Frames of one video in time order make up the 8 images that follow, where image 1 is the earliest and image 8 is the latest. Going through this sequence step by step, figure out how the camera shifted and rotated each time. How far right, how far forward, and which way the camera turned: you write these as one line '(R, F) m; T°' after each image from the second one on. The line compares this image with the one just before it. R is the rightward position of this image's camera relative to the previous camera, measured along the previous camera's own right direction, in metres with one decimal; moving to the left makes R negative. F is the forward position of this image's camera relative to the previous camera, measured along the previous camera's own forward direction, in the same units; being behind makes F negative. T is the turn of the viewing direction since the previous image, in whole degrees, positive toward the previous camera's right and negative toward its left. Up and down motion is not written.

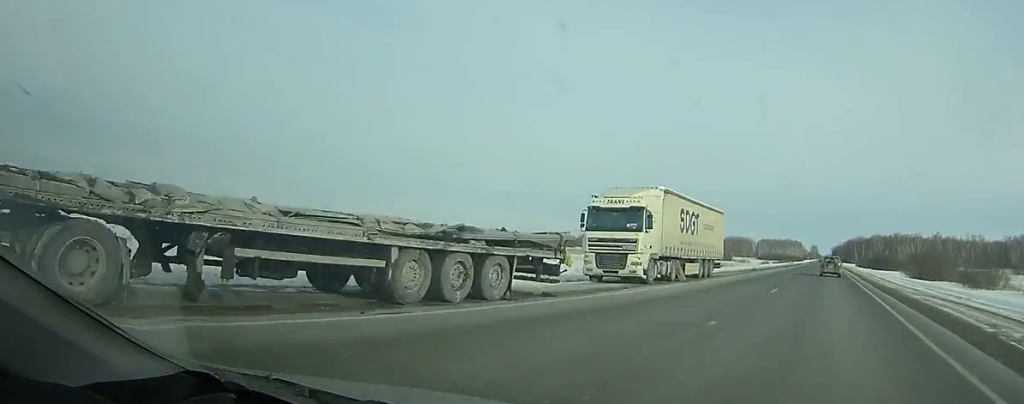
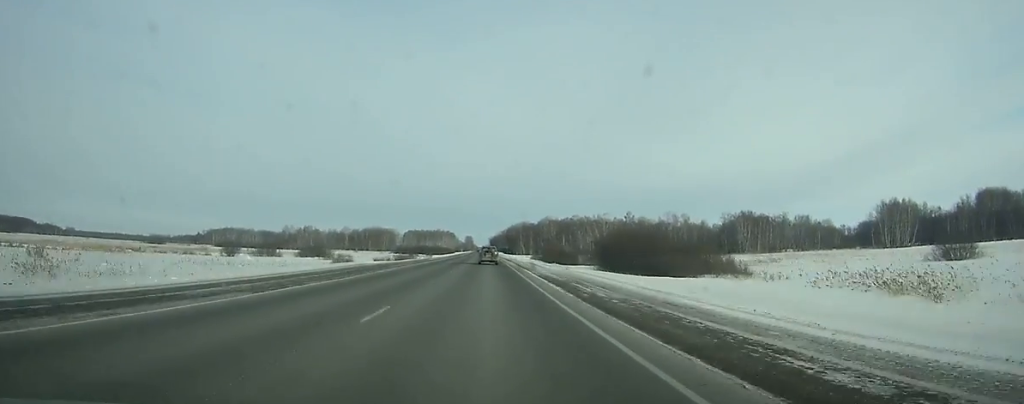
(+1.4, +111.8) m; +1°
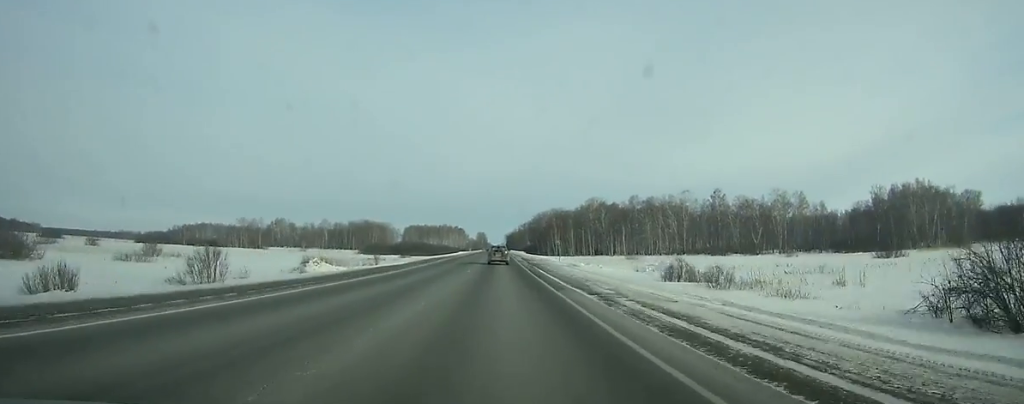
(-0.8, +118.1) m; -1°
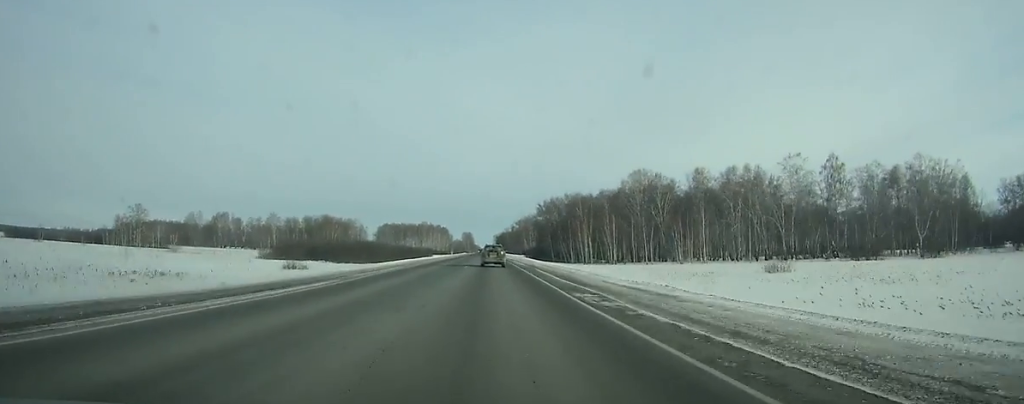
(0.0, +86.4) m; 0°
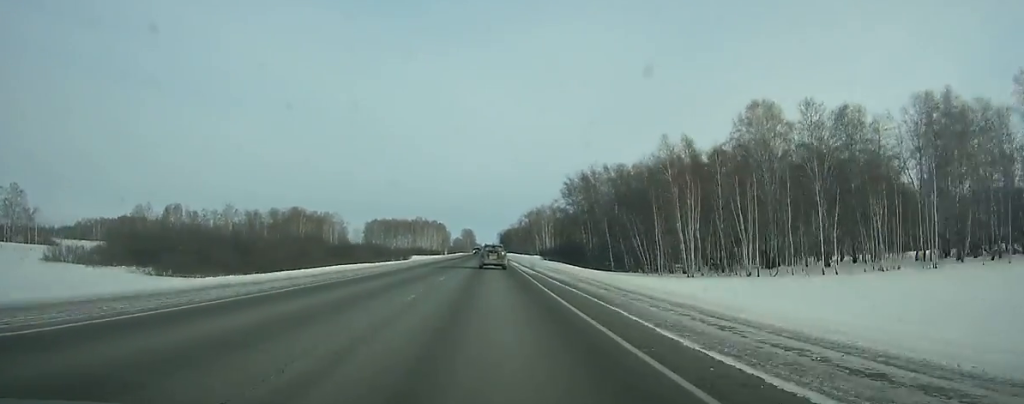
(+0.3, +67.4) m; 0°
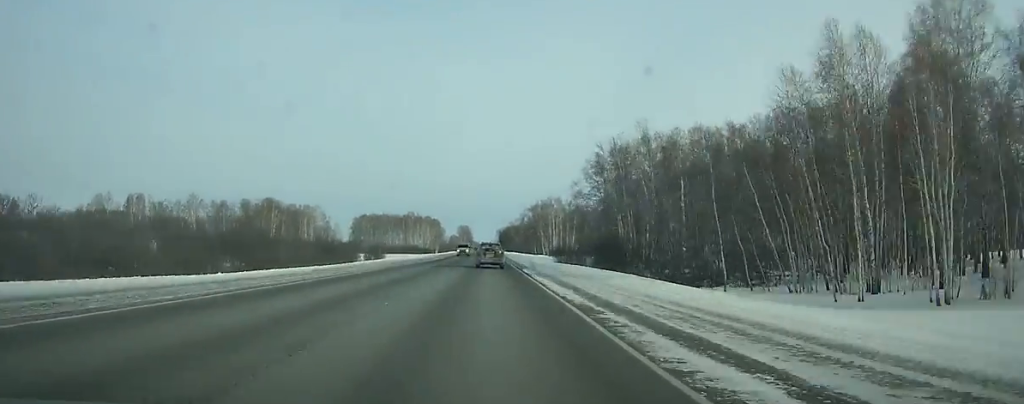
(0.0, +37.6) m; 0°
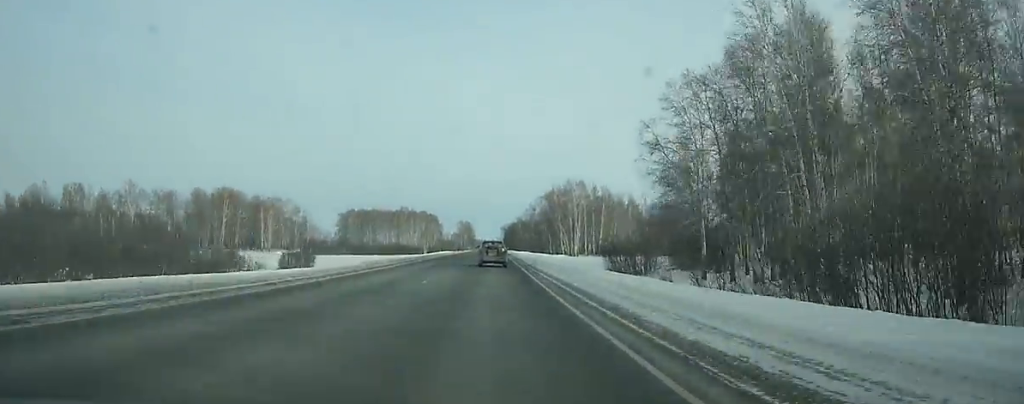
(-0.1, +52.6) m; 0°
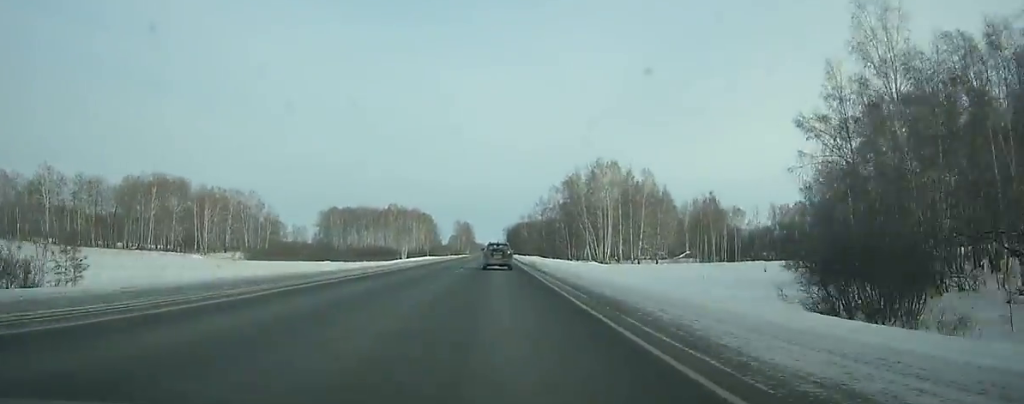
(-0.1, +47.5) m; 0°
